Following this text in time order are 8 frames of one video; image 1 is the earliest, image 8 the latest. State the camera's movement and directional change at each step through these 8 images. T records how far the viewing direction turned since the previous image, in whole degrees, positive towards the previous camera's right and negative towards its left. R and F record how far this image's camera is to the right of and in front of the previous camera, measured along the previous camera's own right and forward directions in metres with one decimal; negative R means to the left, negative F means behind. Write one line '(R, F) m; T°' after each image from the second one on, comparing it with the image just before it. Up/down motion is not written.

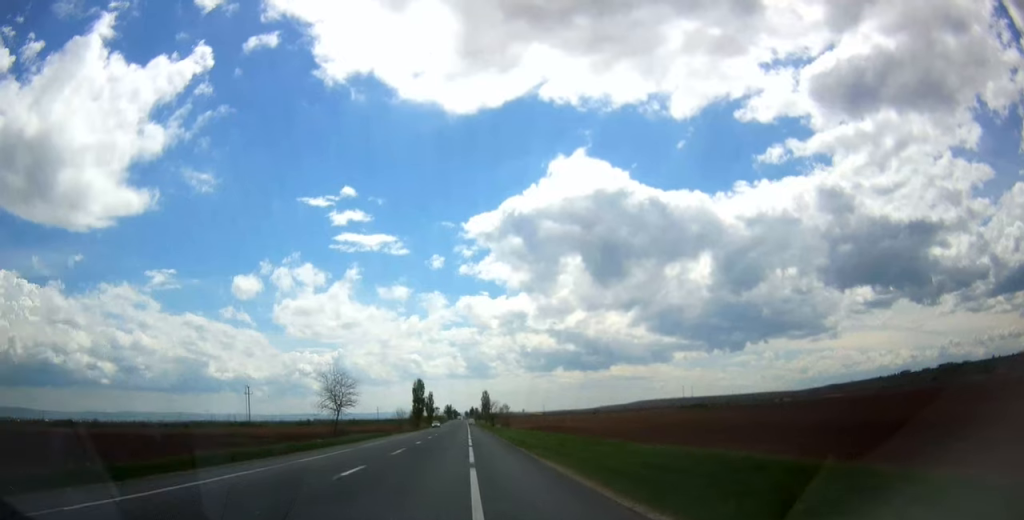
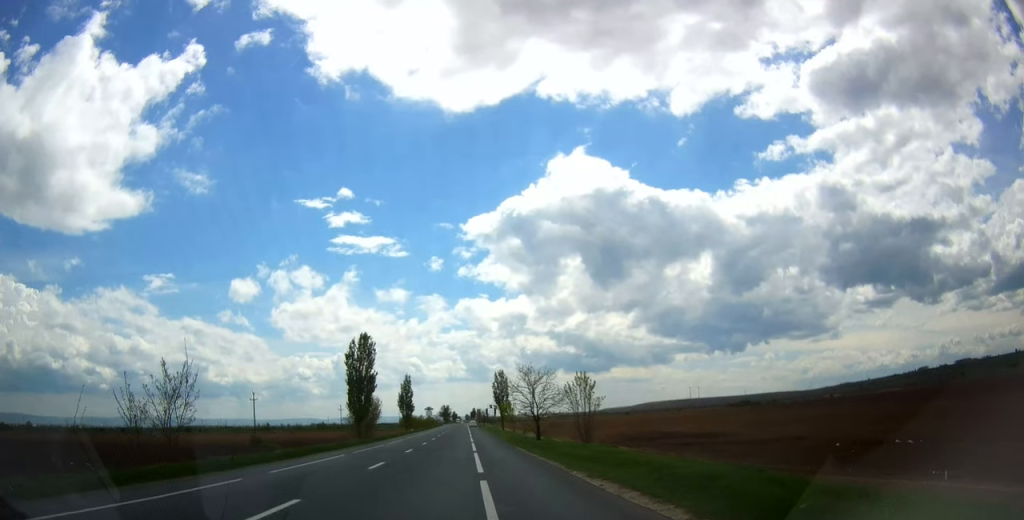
(-0.2, +77.2) m; 0°
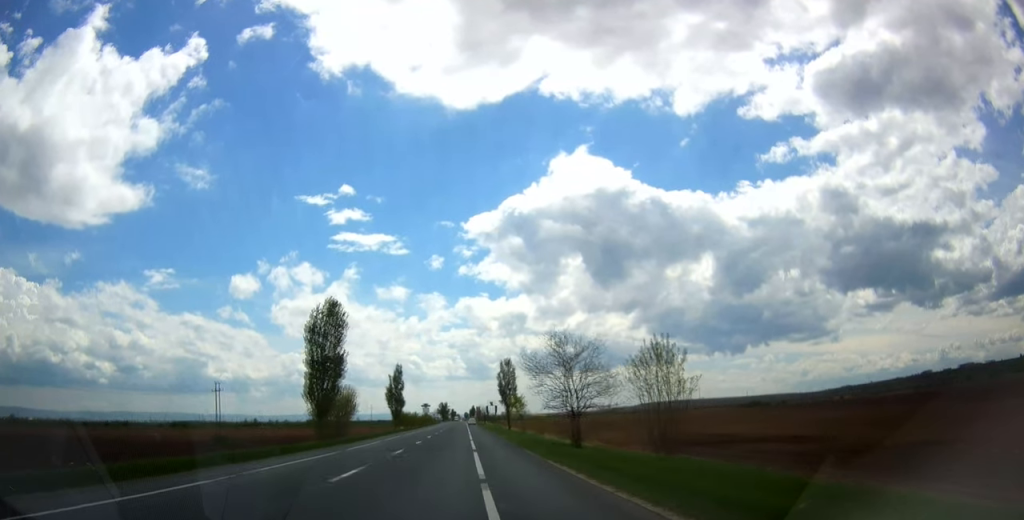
(-0.1, +16.6) m; 0°
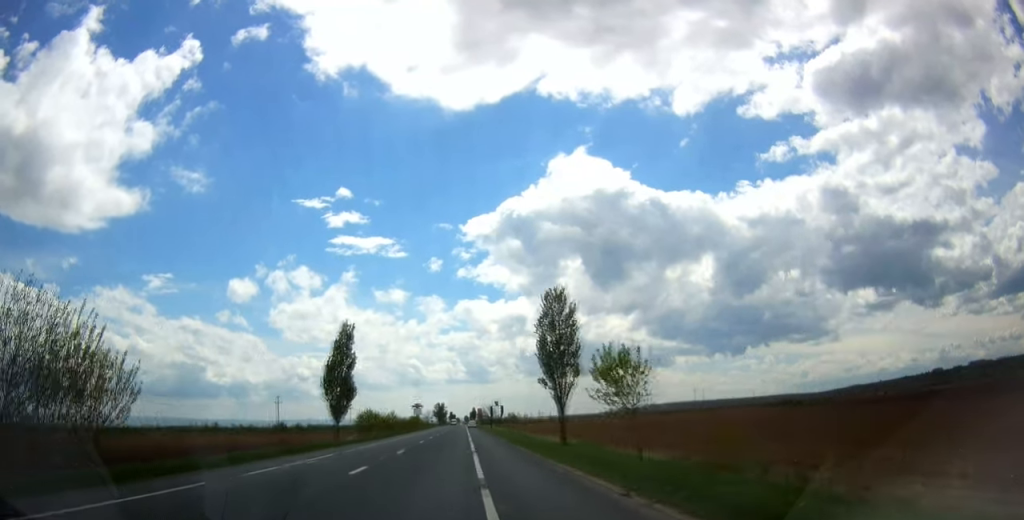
(+0.2, +45.6) m; +1°
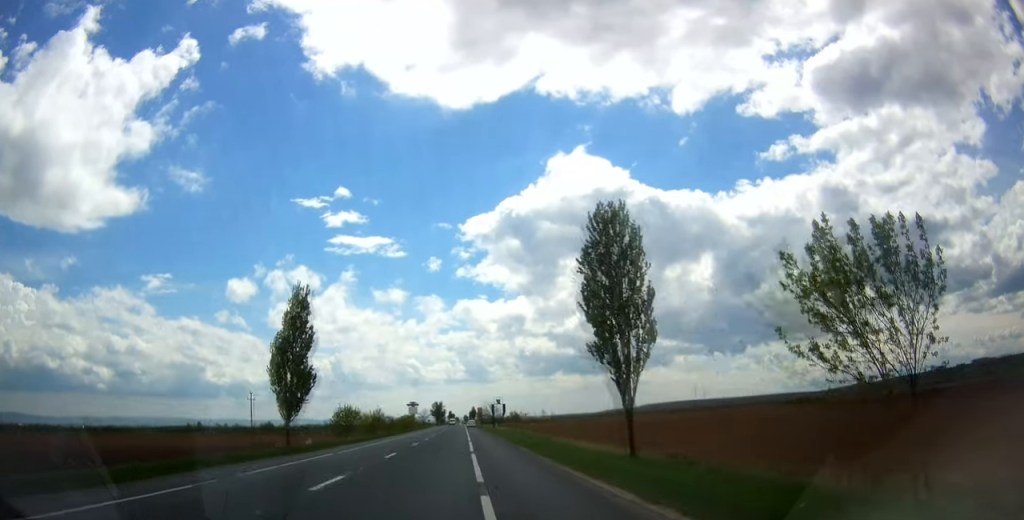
(+0.2, +15.2) m; 0°
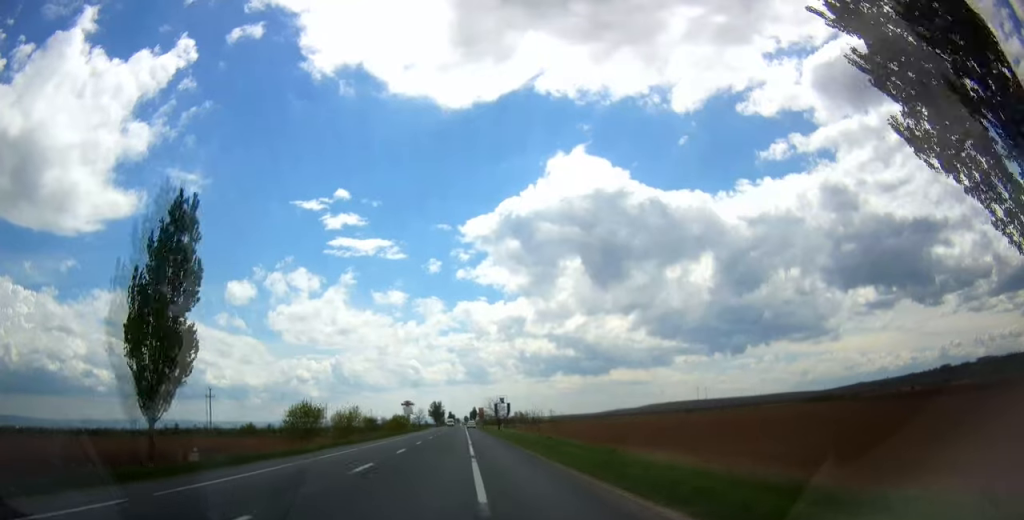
(-0.3, +19.3) m; 0°
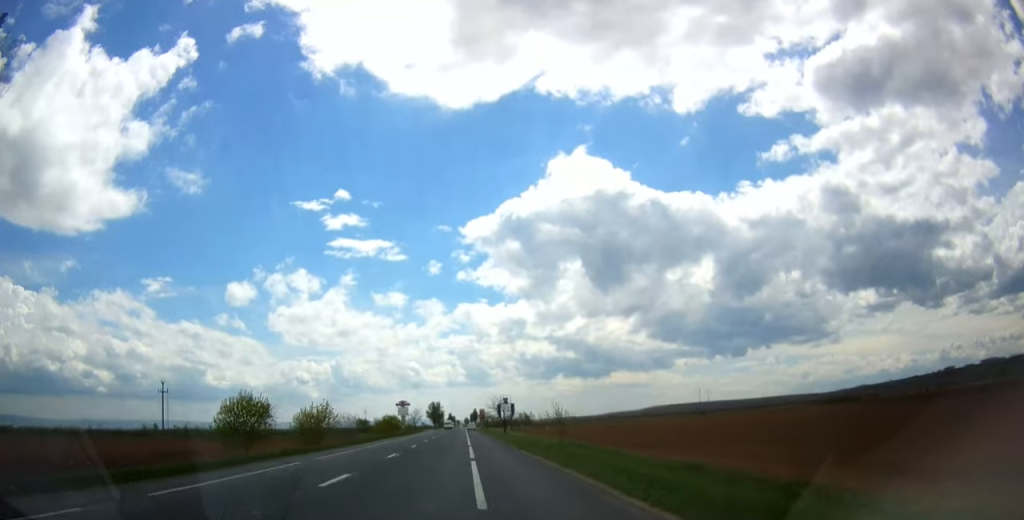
(-0.2, +15.1) m; 0°
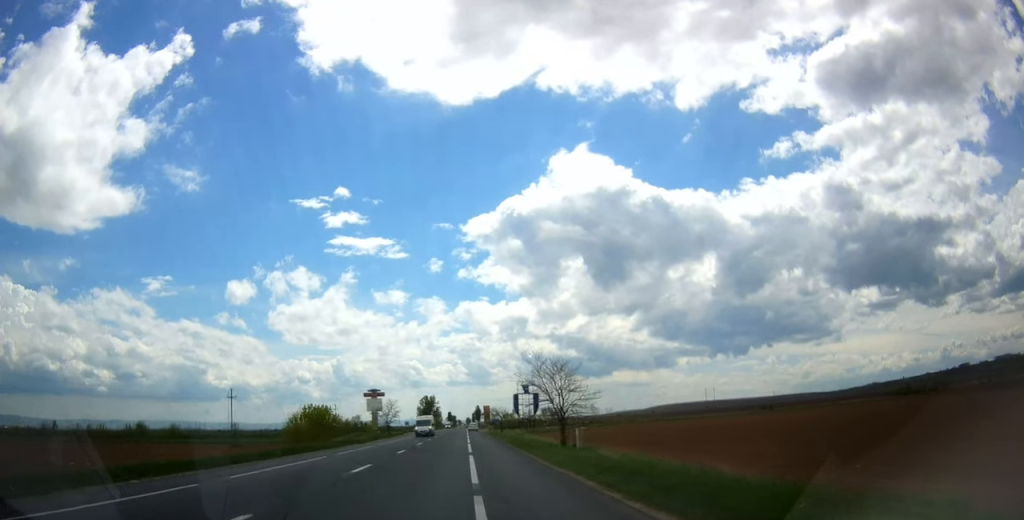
(+0.2, +55.0) m; 0°
